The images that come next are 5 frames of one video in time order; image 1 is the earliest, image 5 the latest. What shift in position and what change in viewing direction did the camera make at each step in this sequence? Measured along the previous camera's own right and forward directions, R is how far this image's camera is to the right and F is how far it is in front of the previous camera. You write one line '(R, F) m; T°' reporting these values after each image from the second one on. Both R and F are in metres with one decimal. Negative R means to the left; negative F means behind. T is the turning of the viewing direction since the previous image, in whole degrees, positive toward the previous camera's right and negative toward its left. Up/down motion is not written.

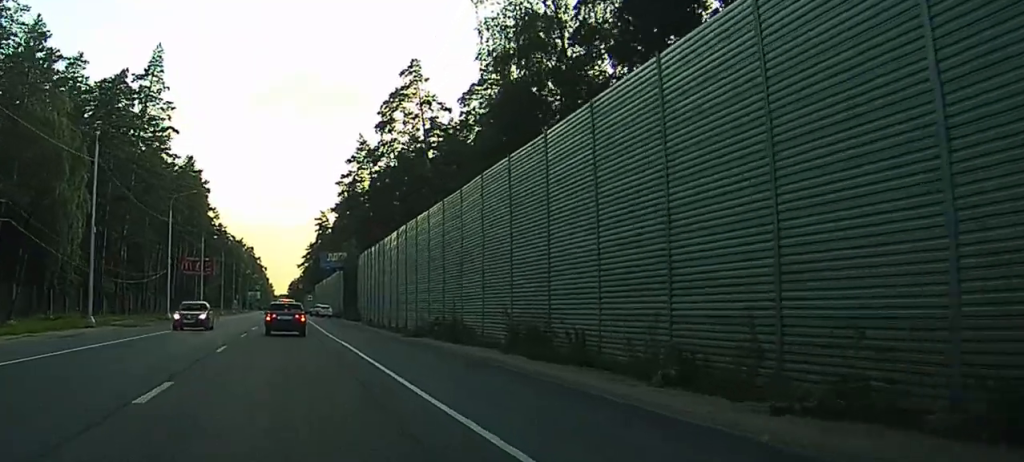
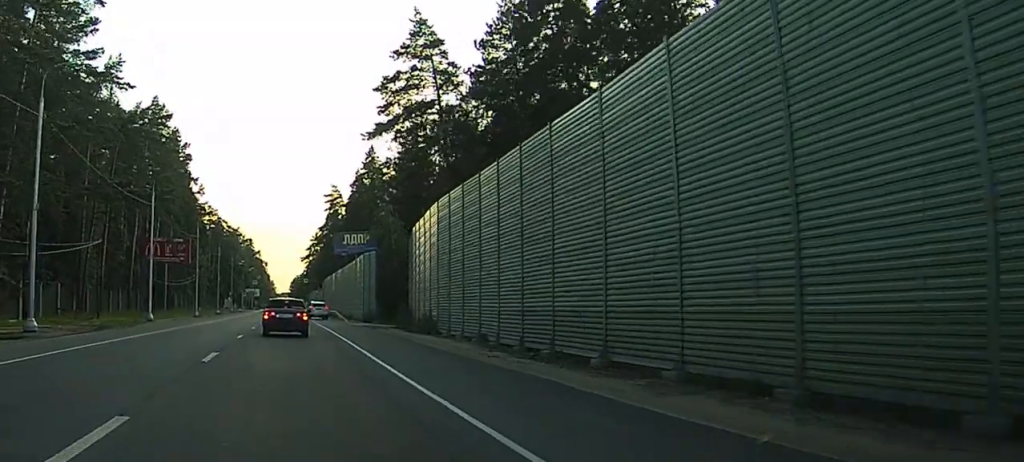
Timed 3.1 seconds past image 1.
(+0.5, +38.8) m; -1°
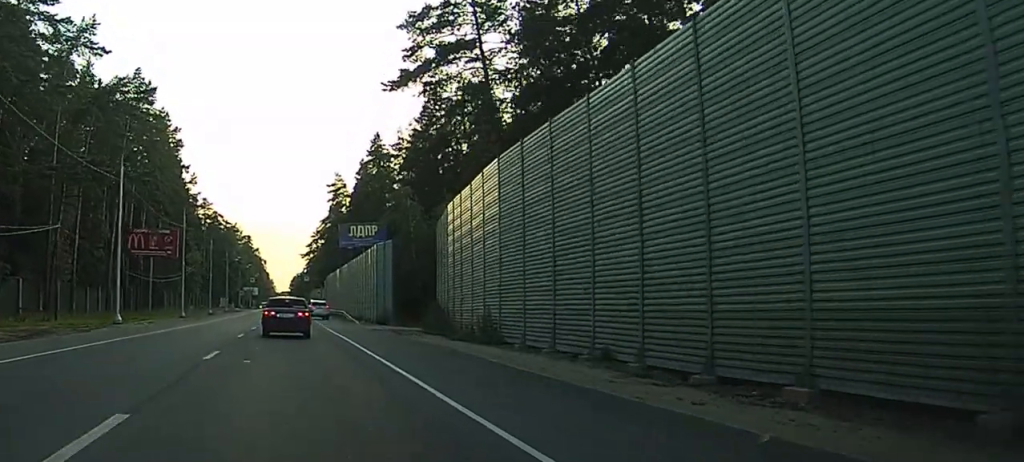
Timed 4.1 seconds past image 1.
(-0.1, +12.1) m; -1°
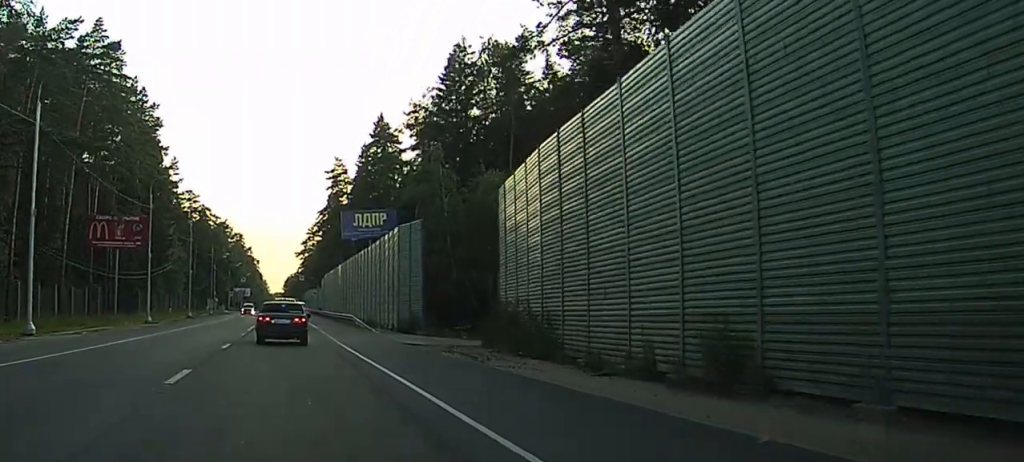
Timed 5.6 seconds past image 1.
(-0.3, +17.1) m; +1°
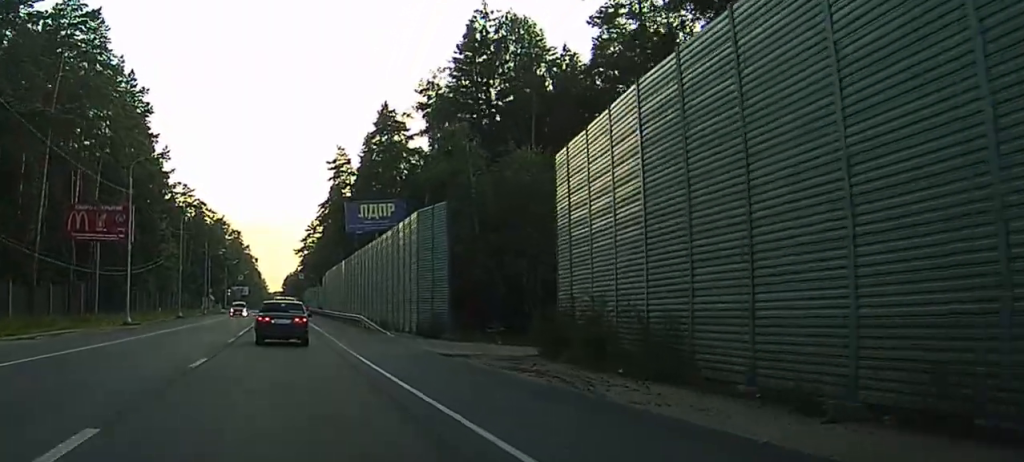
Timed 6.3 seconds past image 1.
(+0.3, +8.1) m; +1°
